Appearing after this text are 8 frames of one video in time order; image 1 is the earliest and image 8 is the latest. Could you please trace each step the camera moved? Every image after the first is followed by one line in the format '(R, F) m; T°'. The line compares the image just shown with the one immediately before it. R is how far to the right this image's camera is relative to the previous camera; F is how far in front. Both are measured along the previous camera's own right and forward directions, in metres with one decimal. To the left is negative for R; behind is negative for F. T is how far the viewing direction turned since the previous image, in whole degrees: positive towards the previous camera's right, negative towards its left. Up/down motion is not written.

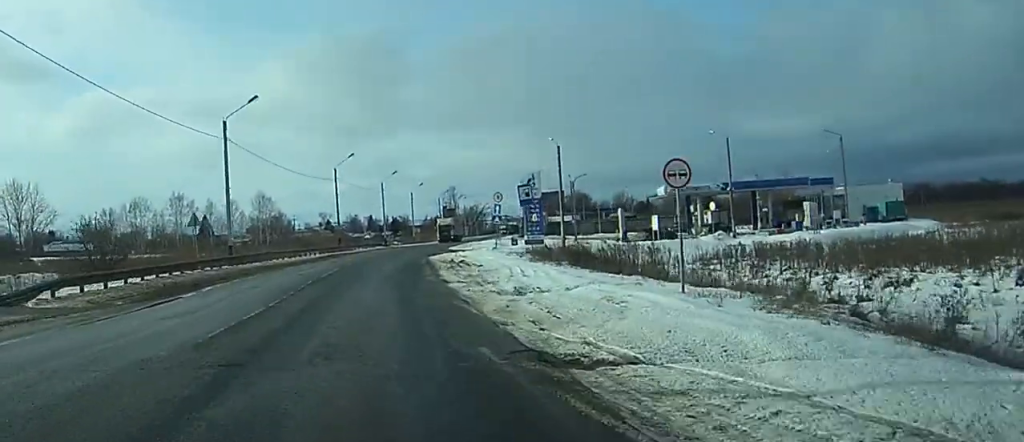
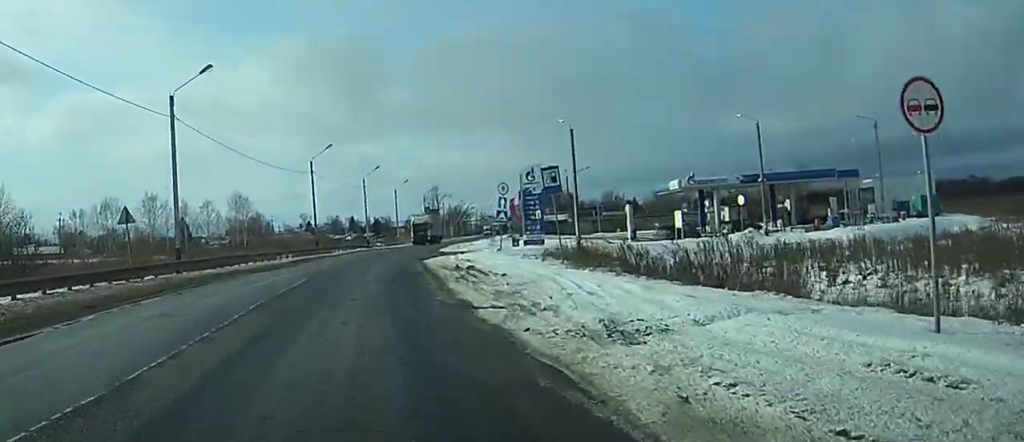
(+0.1, +9.4) m; +1°
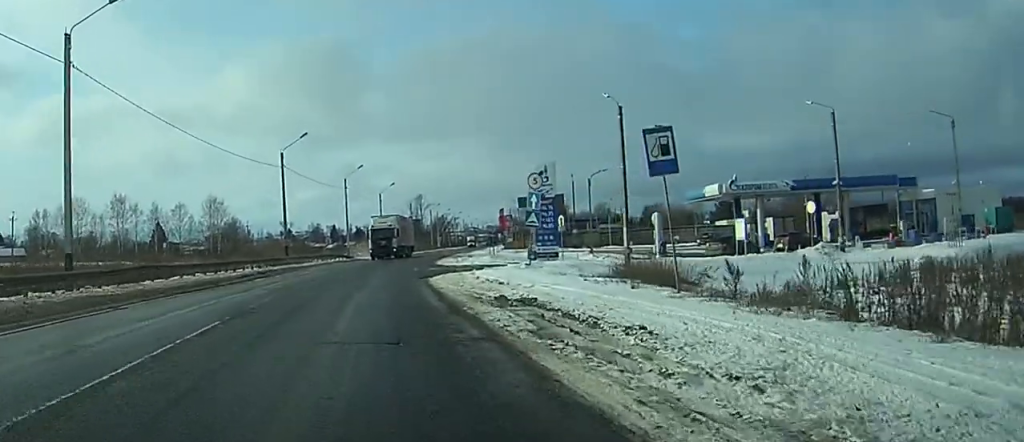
(0.0, +13.2) m; 0°
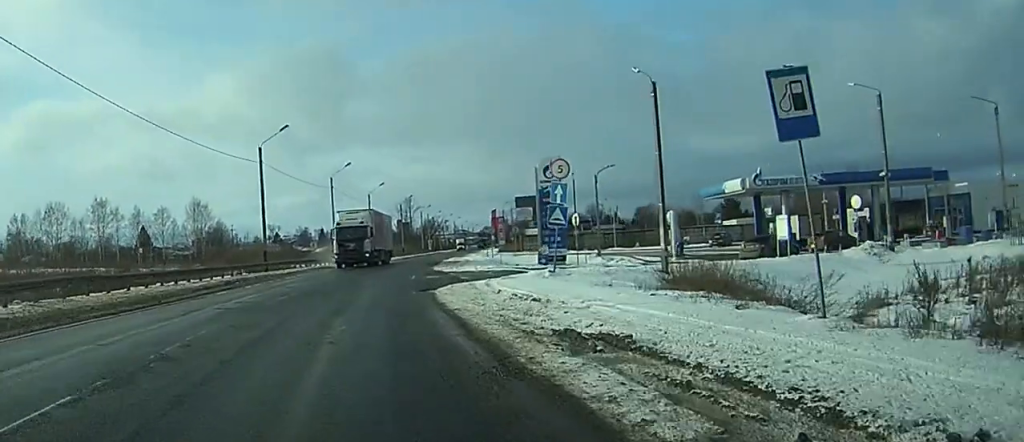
(0.0, +6.7) m; 0°
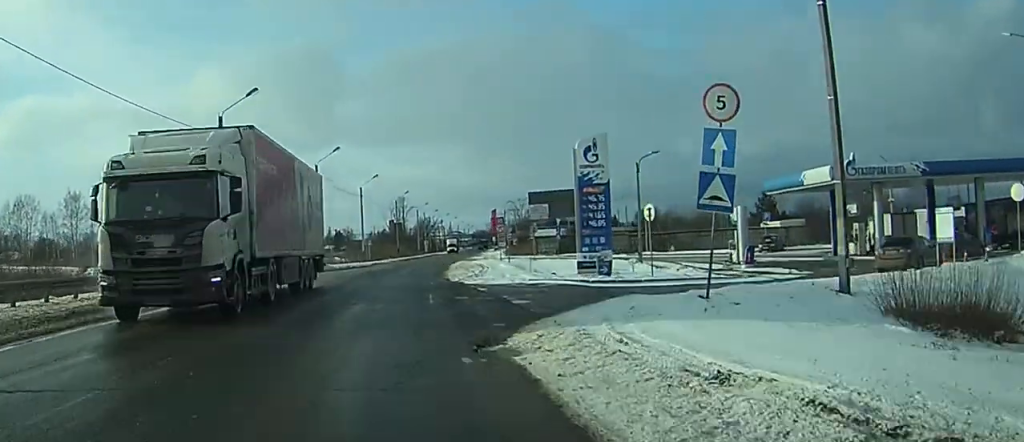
(0.0, +14.3) m; +2°
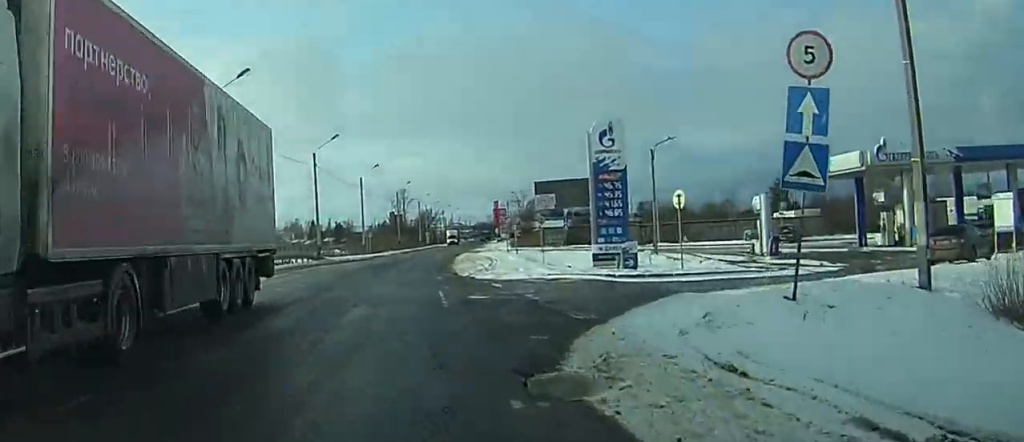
(0.0, +3.4) m; +3°
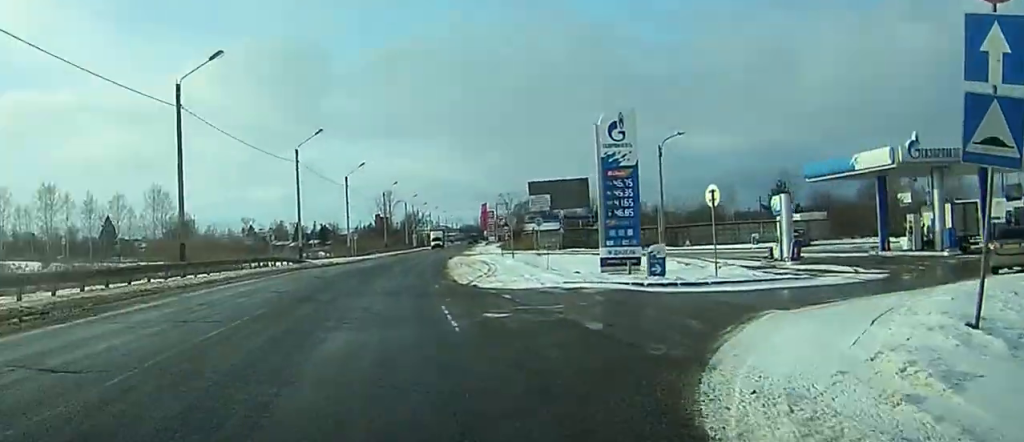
(+0.2, +4.2) m; +8°
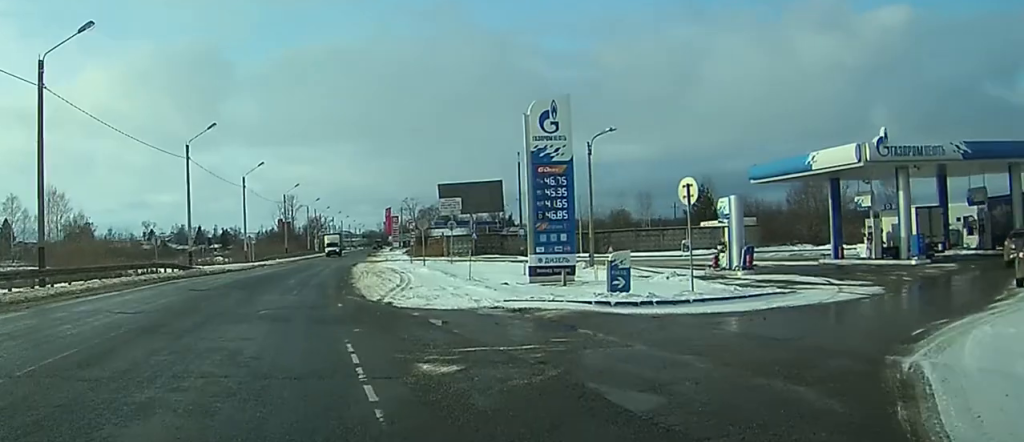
(+0.7, +5.4) m; +14°
